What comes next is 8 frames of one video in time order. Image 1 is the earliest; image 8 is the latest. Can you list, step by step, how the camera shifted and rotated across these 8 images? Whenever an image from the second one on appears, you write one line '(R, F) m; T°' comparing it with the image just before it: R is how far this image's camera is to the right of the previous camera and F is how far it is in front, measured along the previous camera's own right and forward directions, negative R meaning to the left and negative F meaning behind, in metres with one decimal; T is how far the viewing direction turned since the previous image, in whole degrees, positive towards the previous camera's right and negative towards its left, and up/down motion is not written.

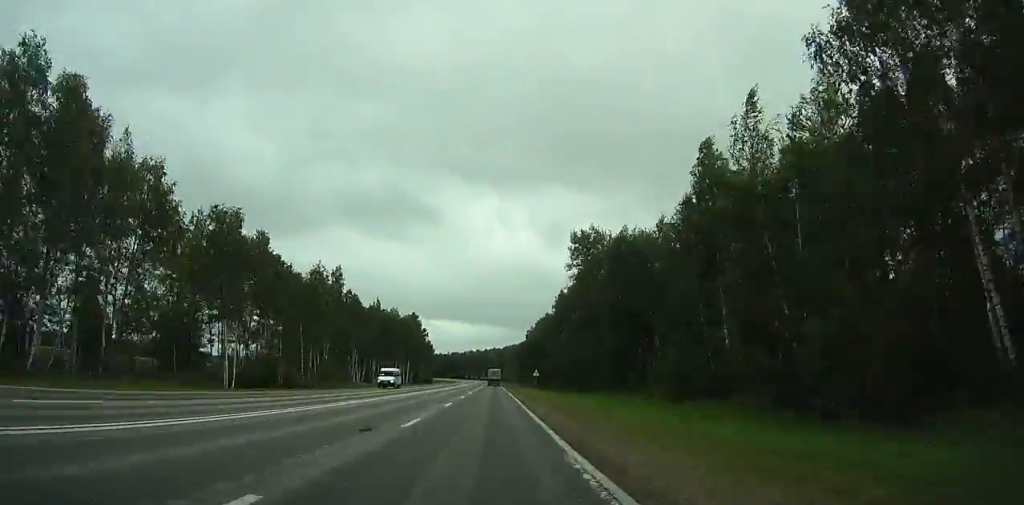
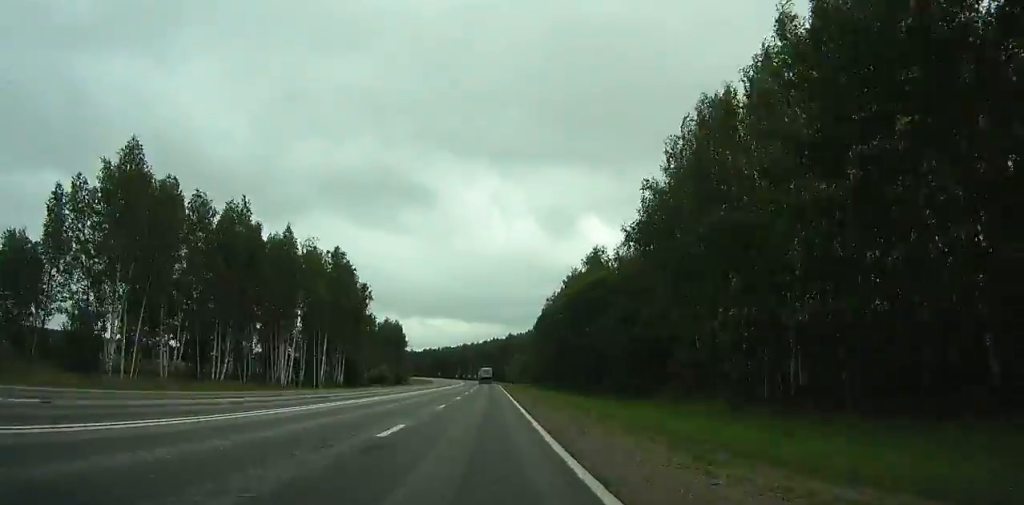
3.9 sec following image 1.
(-7.0, +94.7) m; -14°
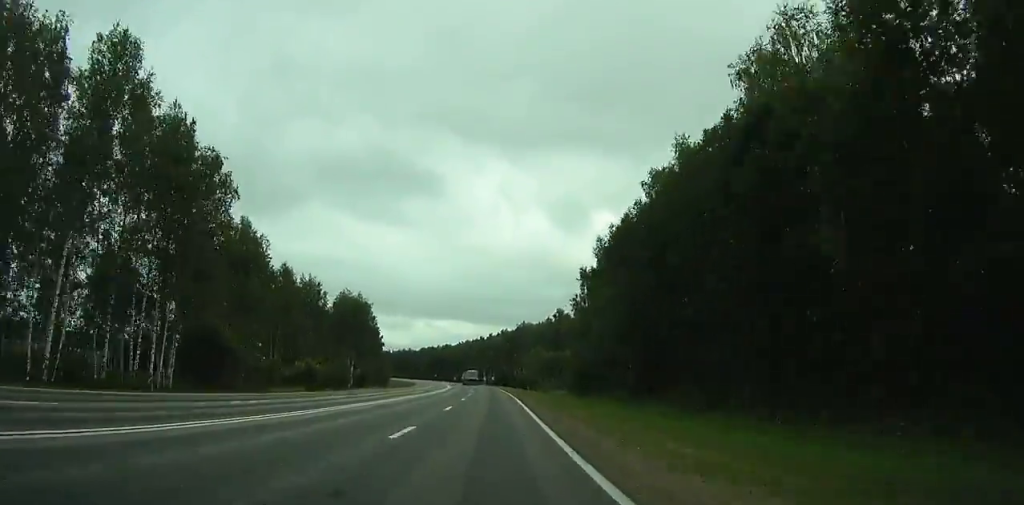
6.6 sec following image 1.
(-4.4, +63.5) m; -4°
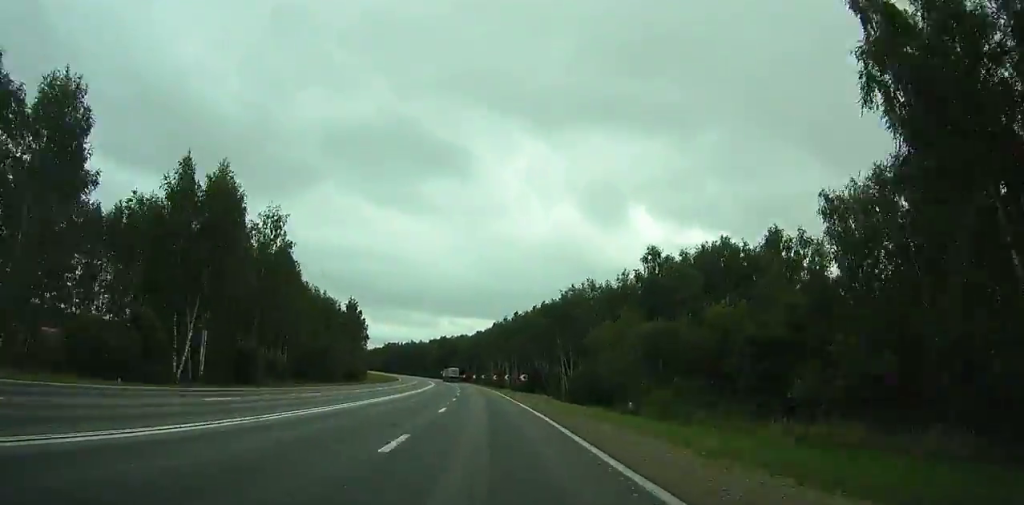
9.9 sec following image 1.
(-1.4, +74.0) m; -3°
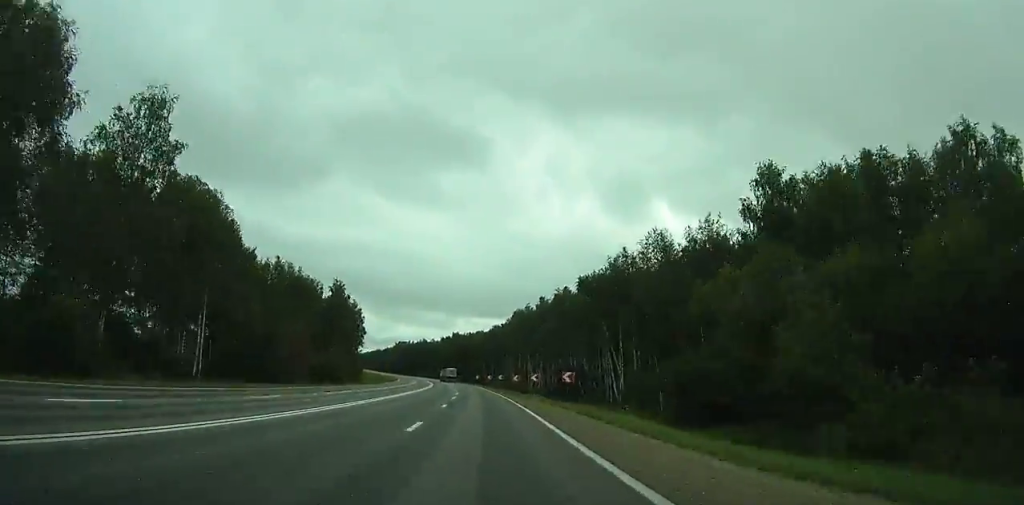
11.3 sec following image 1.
(-0.6, +30.3) m; -1°
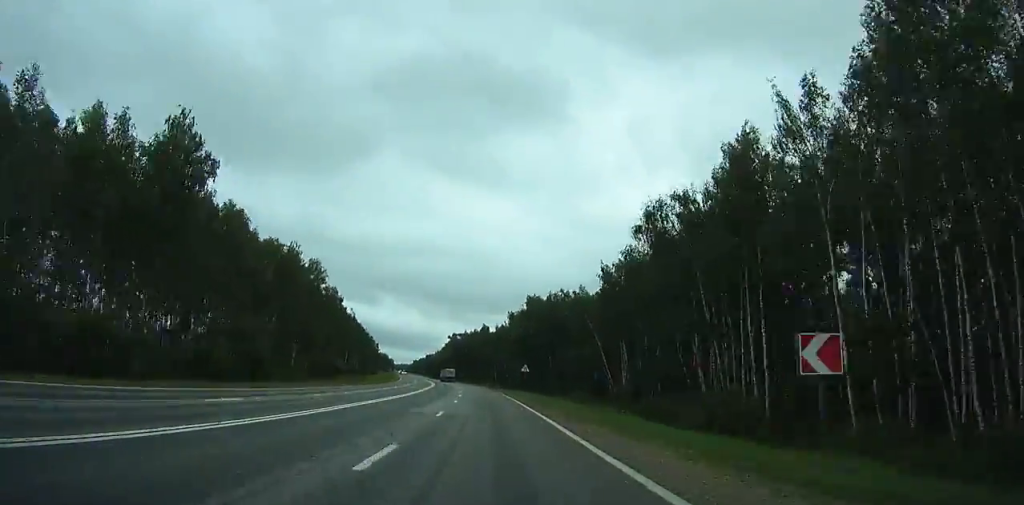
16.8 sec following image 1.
(-5.8, +119.8) m; -8°
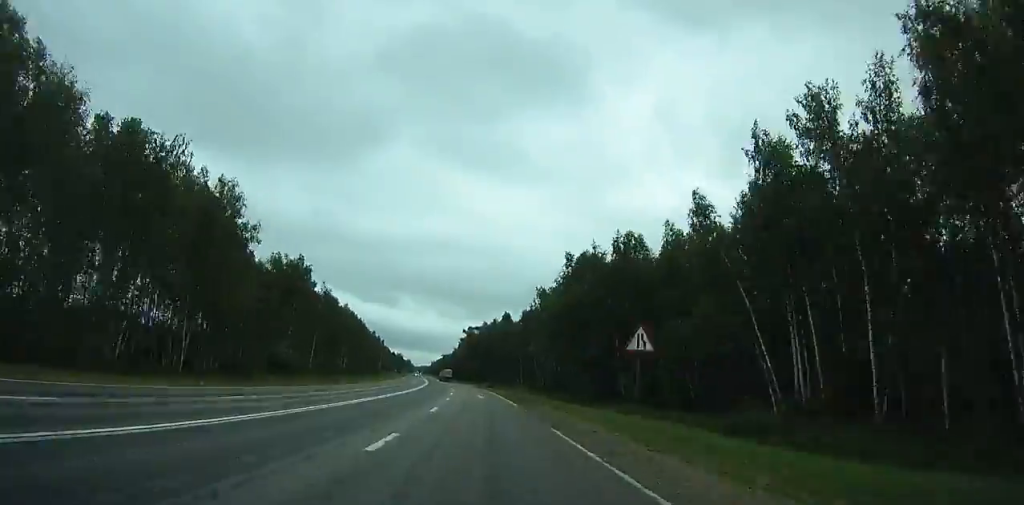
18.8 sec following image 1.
(-3.0, +47.6) m; -4°
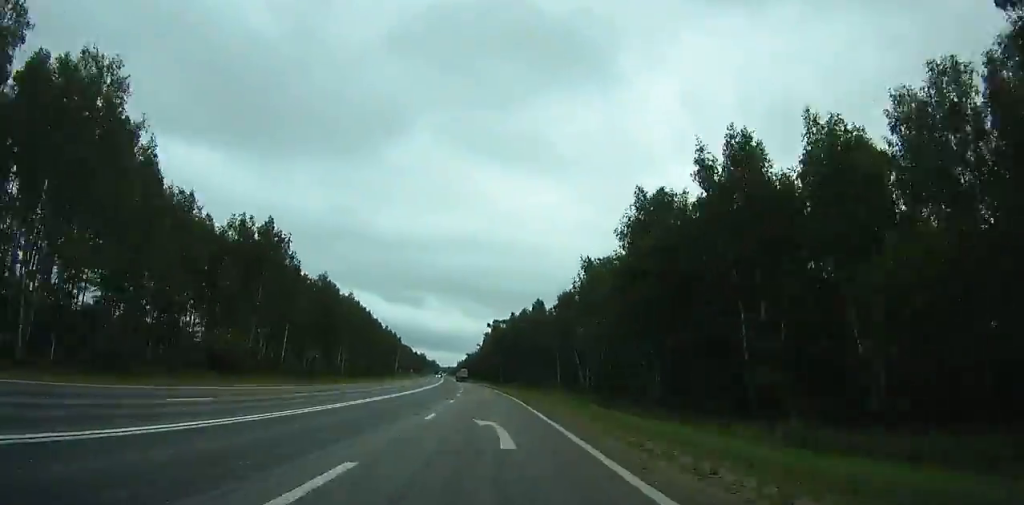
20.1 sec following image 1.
(-0.5, +31.6) m; -1°
